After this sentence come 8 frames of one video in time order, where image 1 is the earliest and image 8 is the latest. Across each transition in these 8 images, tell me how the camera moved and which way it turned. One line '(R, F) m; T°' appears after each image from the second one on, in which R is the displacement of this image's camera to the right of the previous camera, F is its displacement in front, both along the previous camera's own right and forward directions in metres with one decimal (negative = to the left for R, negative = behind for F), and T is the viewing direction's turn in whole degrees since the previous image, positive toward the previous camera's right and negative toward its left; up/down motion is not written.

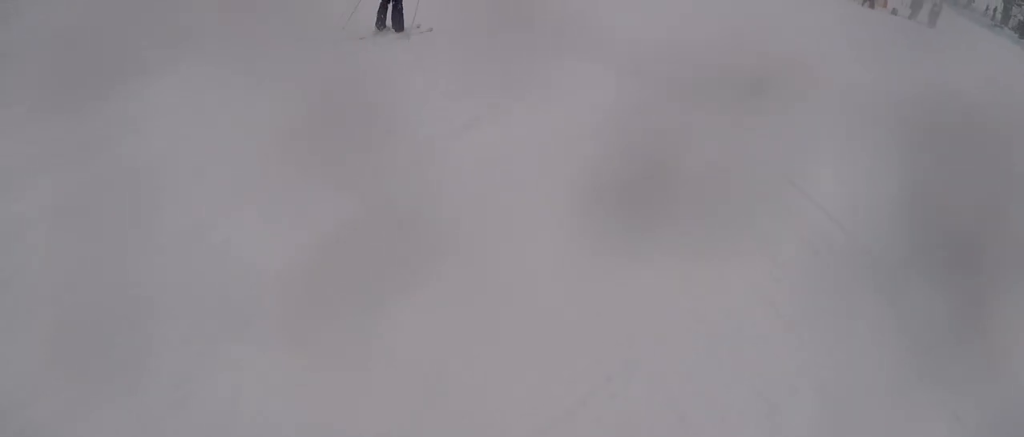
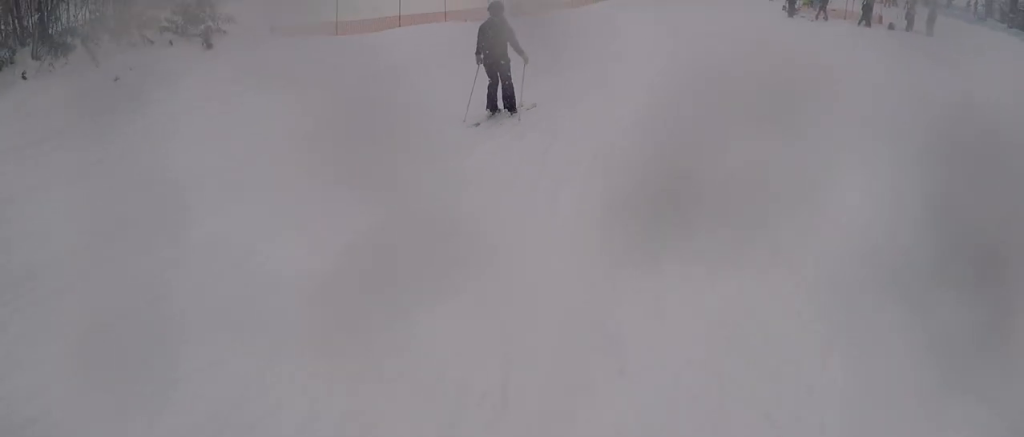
(-0.7, +2.4) m; 0°
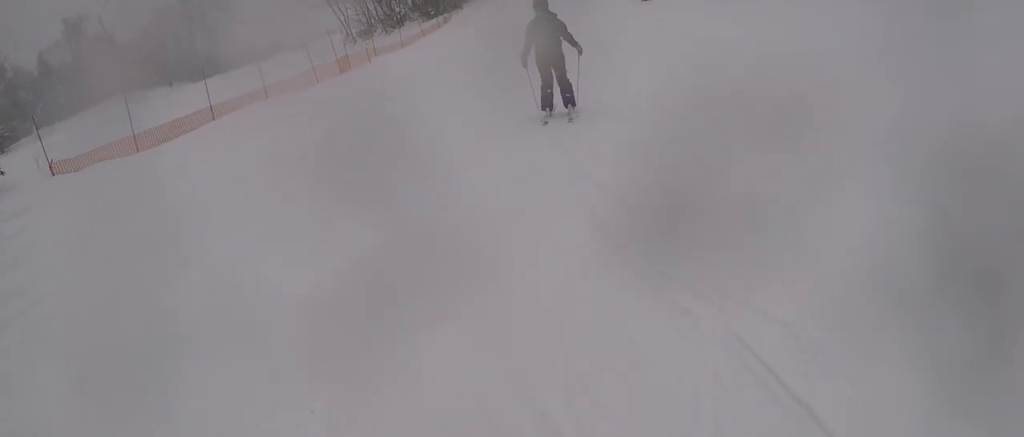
(+0.5, +4.6) m; +18°
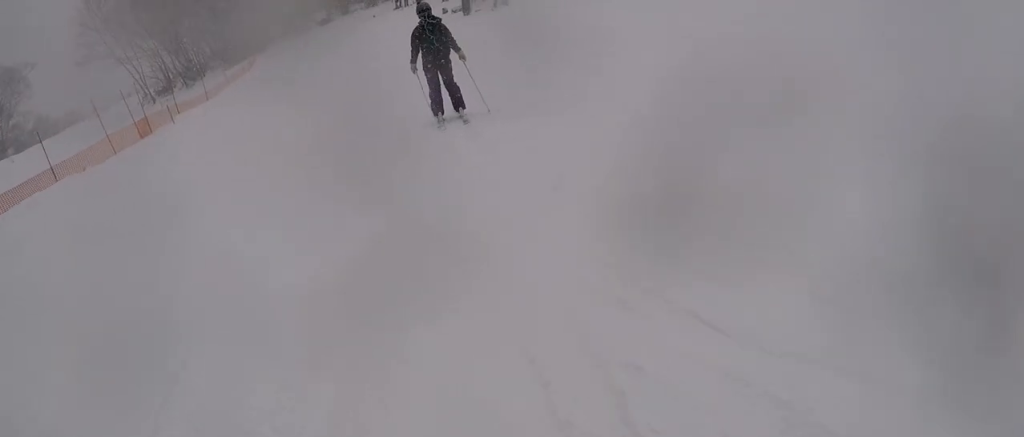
(0.0, +2.8) m; +15°
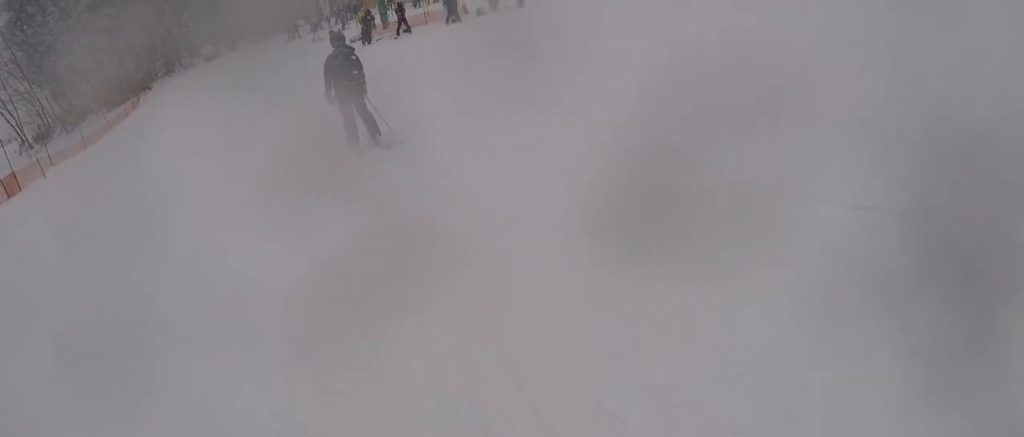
(+0.7, +2.3) m; +7°
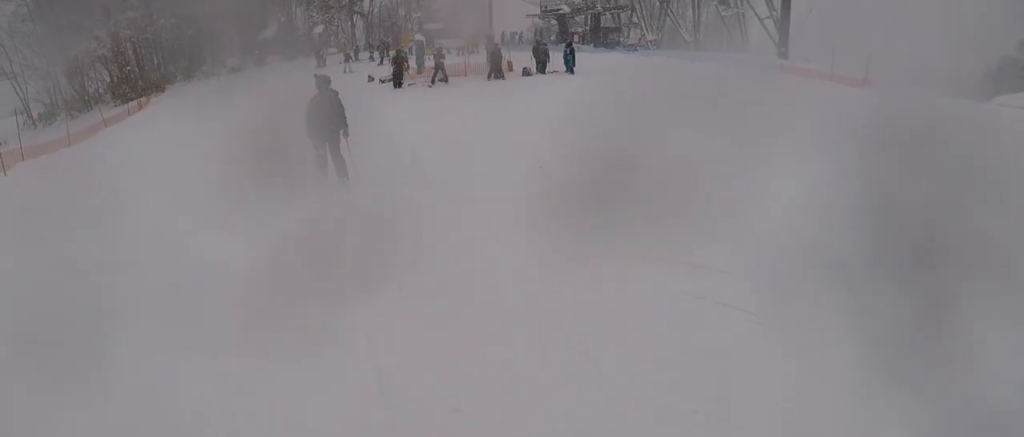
(+0.7, +4.0) m; +7°
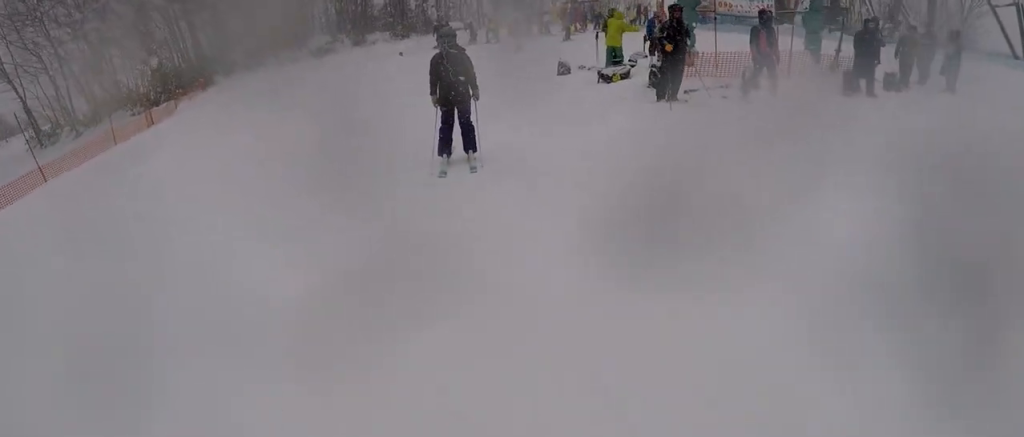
(-5.3, +13.9) m; -15°
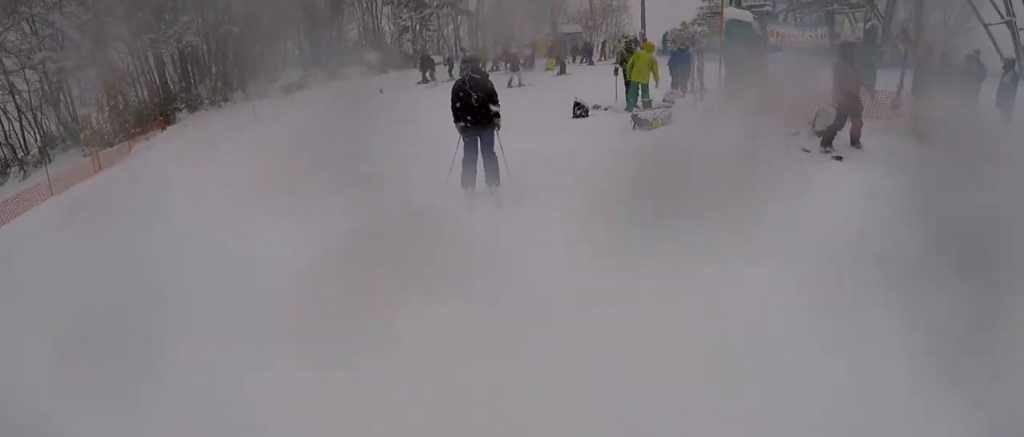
(+0.8, +2.6) m; +5°
